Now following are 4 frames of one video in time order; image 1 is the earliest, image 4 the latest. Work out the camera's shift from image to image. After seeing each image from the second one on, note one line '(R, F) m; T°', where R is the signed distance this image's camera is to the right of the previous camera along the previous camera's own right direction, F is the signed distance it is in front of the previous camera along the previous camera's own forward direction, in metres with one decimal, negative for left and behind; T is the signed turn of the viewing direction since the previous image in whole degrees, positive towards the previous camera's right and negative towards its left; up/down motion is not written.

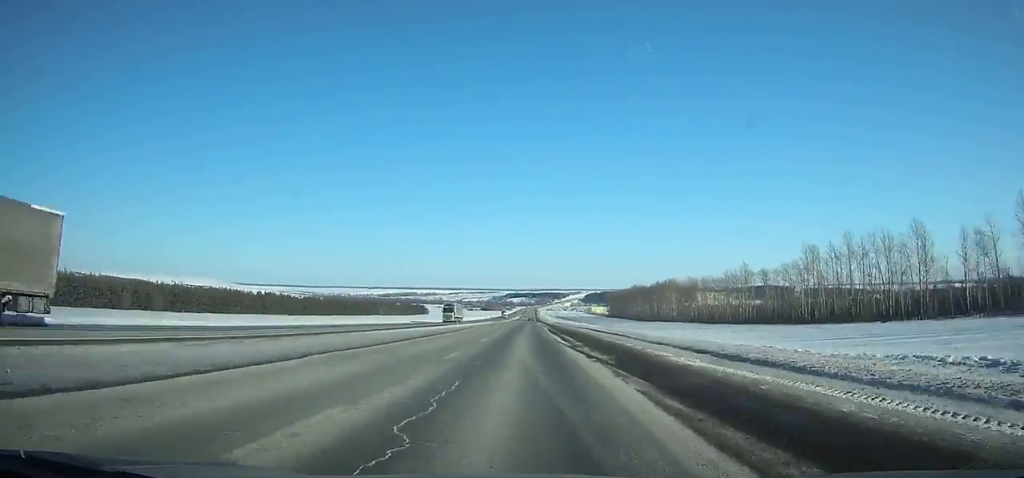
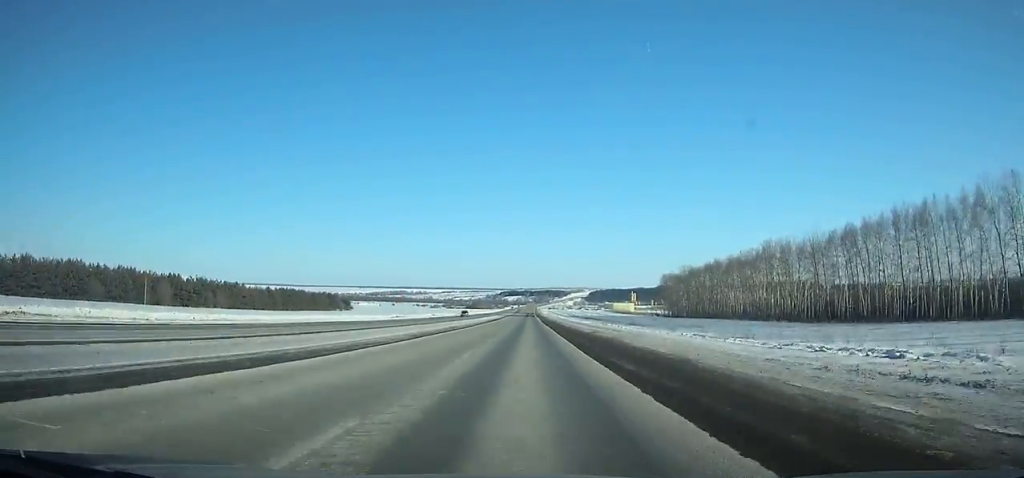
(+0.6, +220.9) m; 0°
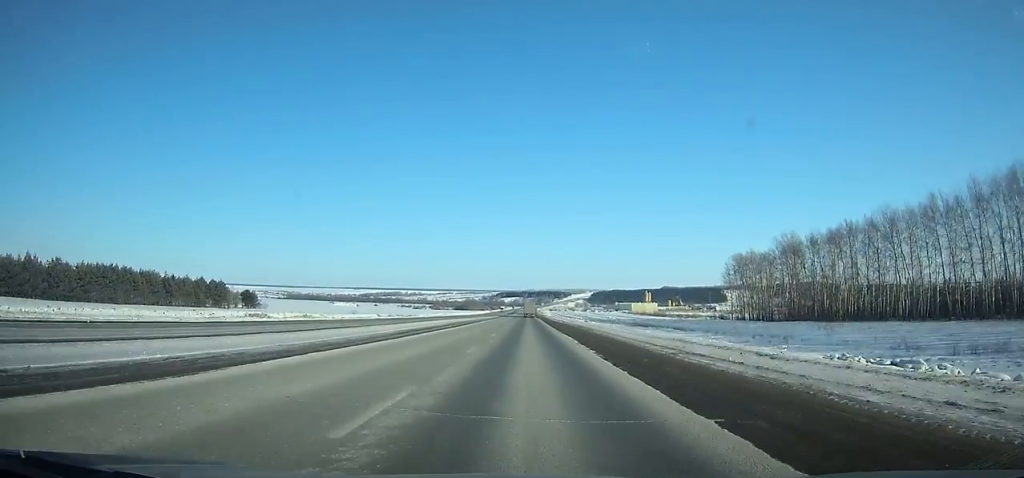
(-0.3, +103.0) m; 0°
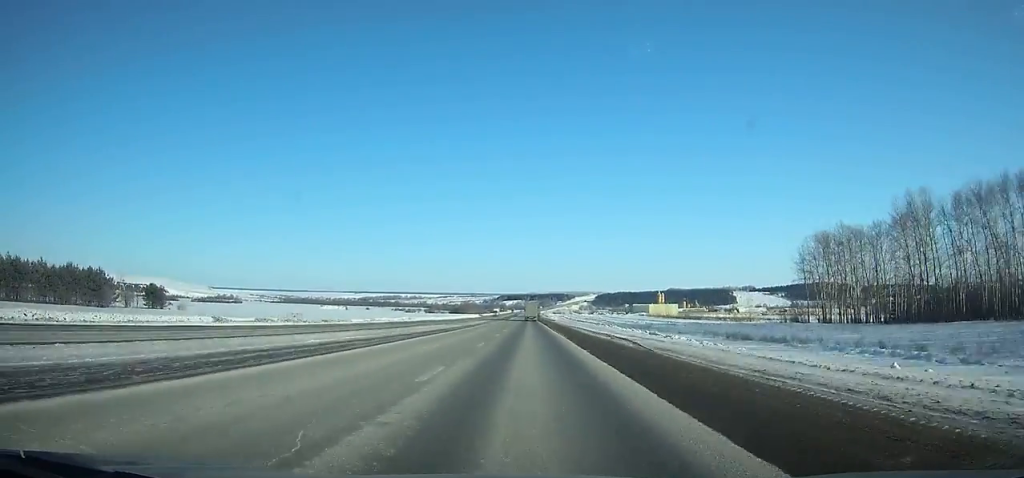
(0.0, +53.6) m; 0°
